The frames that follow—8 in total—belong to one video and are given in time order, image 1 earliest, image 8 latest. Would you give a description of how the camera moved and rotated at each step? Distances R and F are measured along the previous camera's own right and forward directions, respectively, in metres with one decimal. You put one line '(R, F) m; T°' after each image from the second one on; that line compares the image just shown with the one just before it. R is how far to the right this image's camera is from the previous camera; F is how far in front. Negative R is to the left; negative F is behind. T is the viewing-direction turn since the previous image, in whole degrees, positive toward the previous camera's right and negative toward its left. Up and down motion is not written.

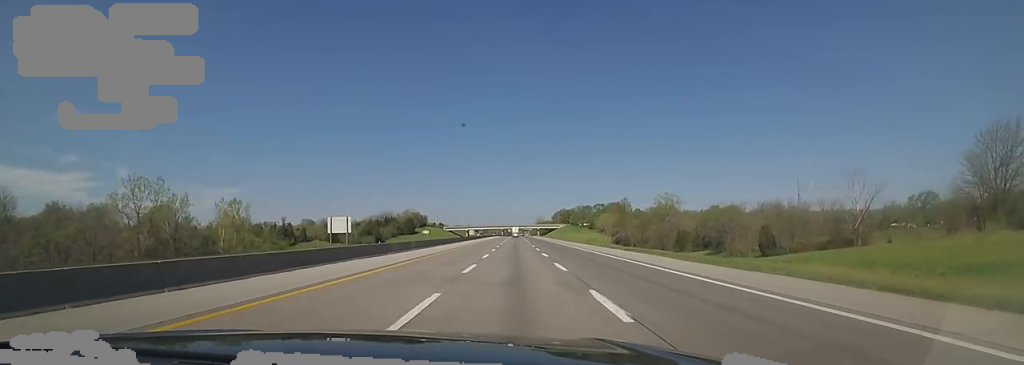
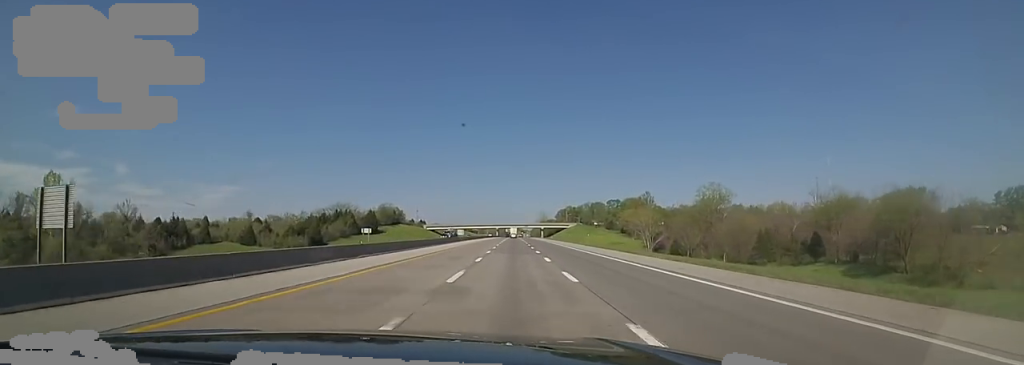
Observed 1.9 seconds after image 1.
(0.0, +63.7) m; 0°
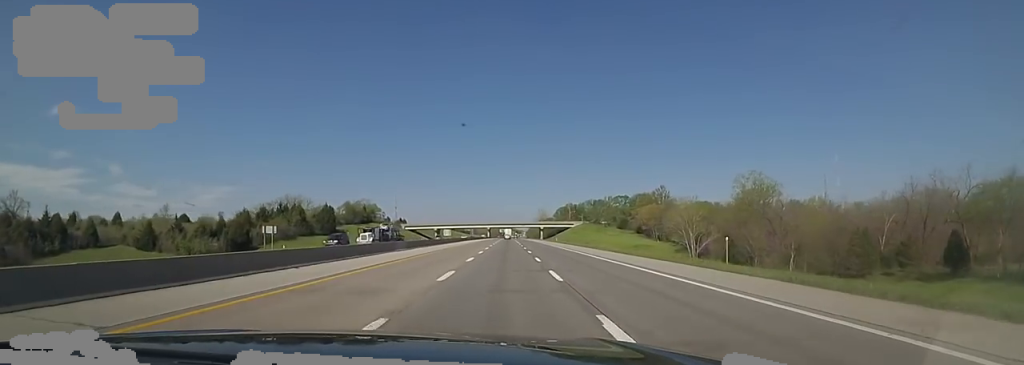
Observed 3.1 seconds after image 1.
(0.0, +38.7) m; 0°
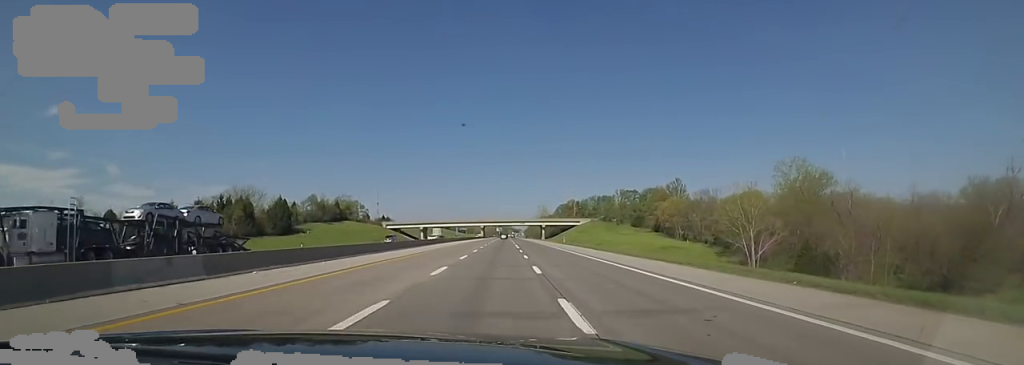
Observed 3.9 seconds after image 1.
(0.0, +27.9) m; -2°
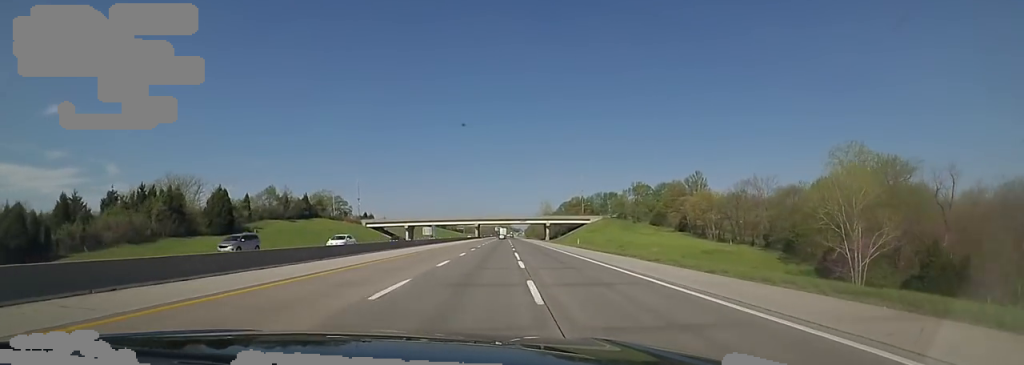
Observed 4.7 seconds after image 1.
(-0.5, +25.7) m; -1°
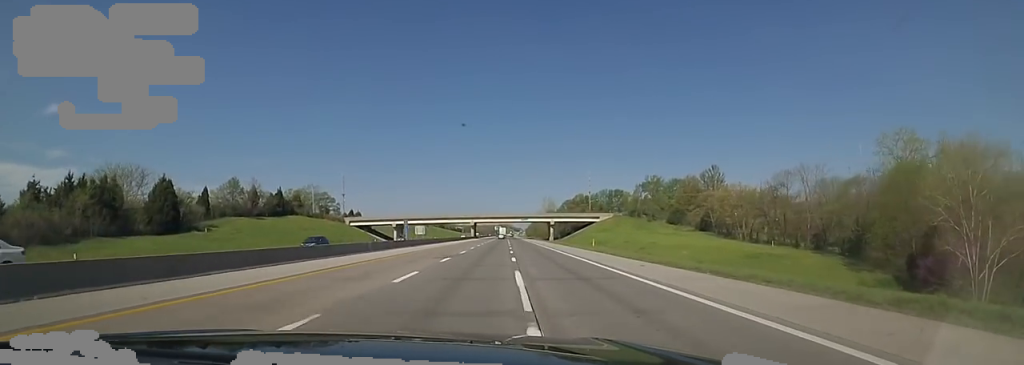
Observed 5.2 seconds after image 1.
(-0.8, +16.8) m; 0°
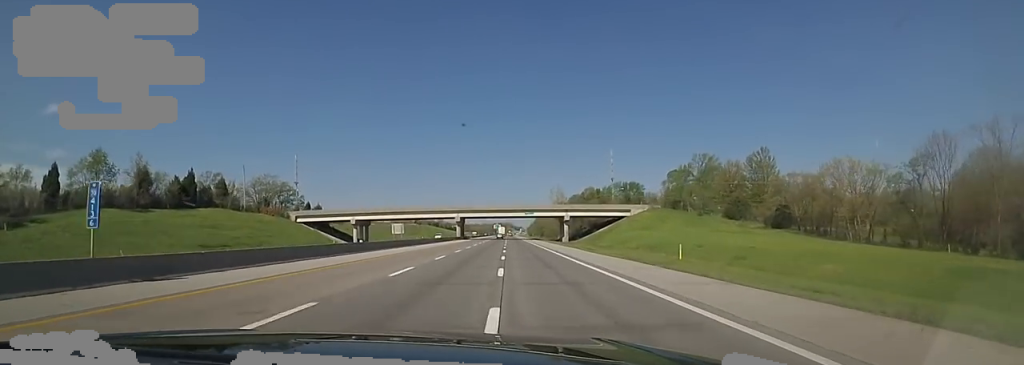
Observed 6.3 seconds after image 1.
(+1.4, +38.1) m; +3°
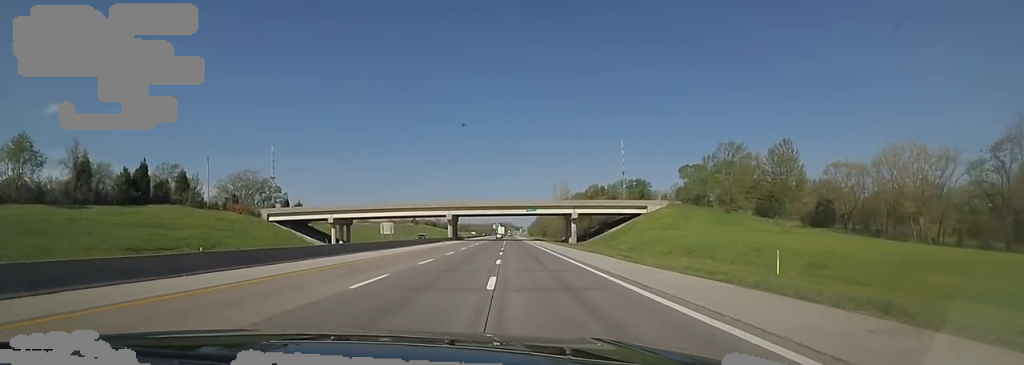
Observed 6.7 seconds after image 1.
(0.0, +13.4) m; 0°
